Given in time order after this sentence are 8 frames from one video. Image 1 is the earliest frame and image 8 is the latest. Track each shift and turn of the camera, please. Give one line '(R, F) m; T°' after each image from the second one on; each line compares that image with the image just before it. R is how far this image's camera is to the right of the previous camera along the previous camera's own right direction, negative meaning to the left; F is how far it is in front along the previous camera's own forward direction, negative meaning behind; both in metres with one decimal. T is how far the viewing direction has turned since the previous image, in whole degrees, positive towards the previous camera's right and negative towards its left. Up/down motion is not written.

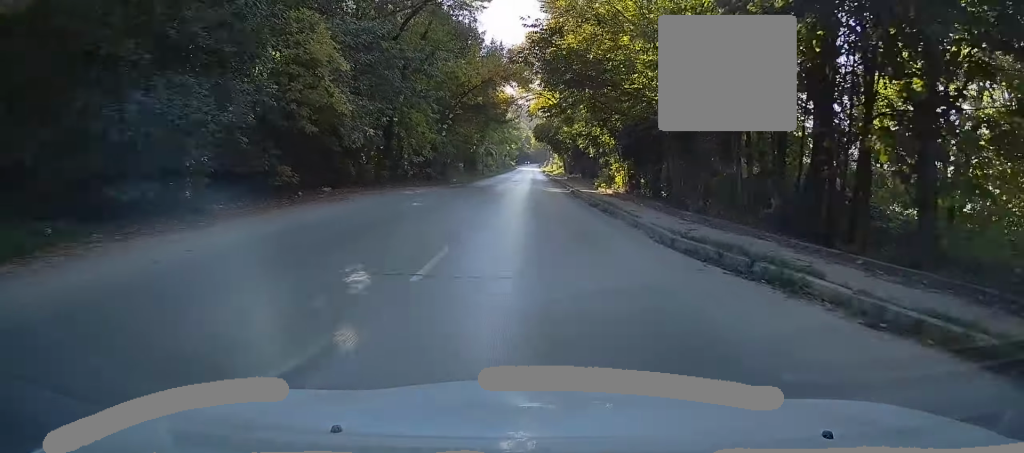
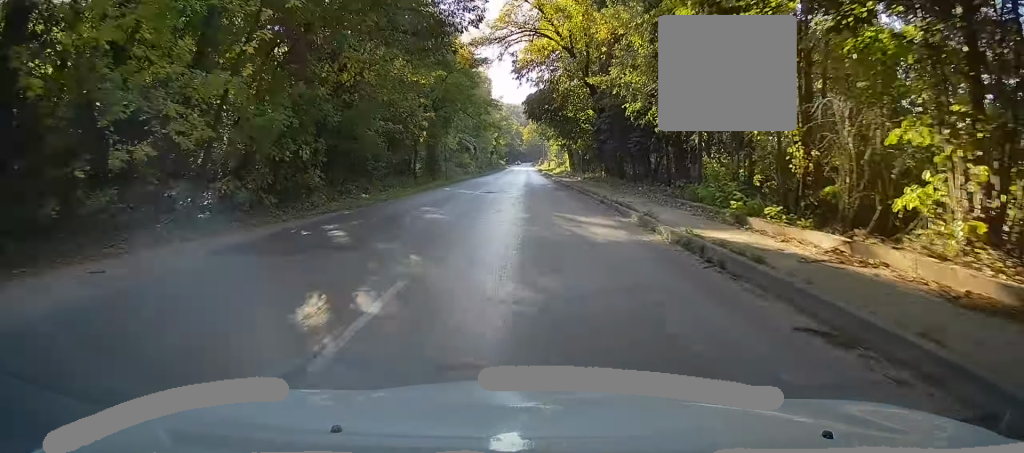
(-0.7, +29.5) m; -1°
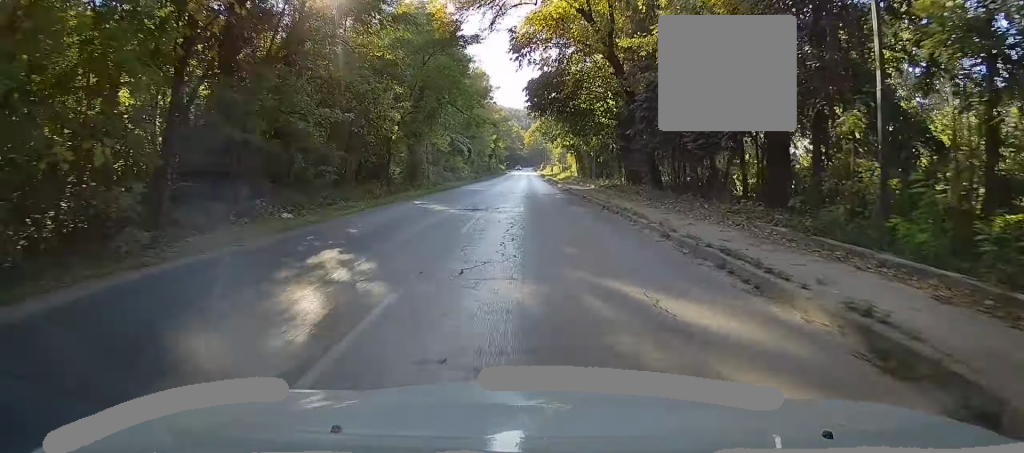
(+0.3, +9.4) m; 0°
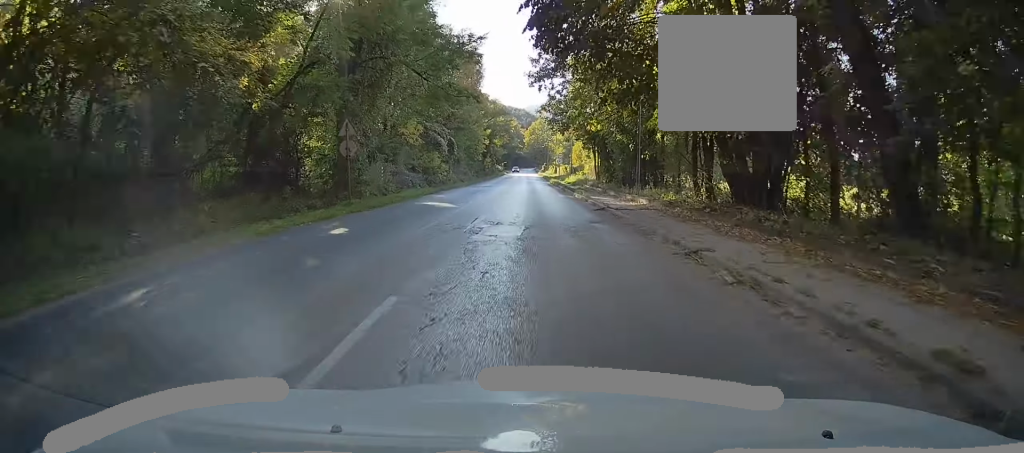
(-0.3, +17.8) m; 0°
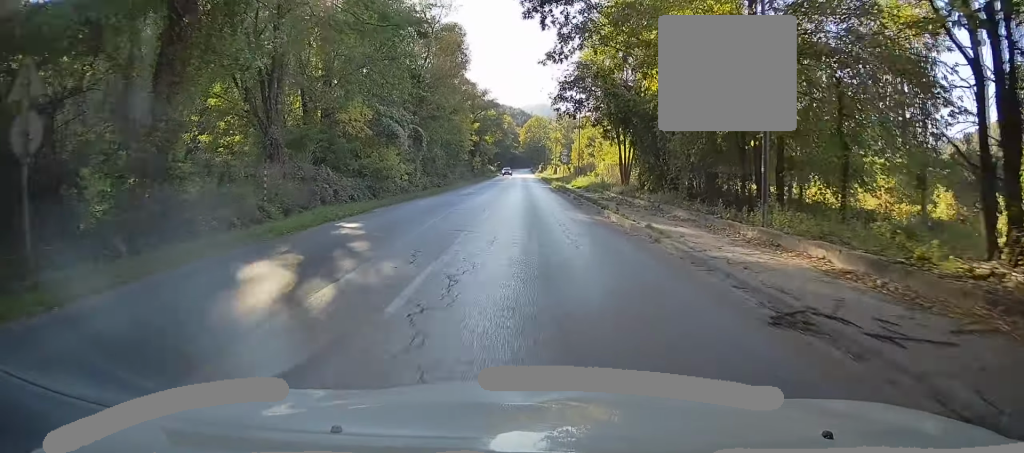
(+0.3, +15.1) m; +1°
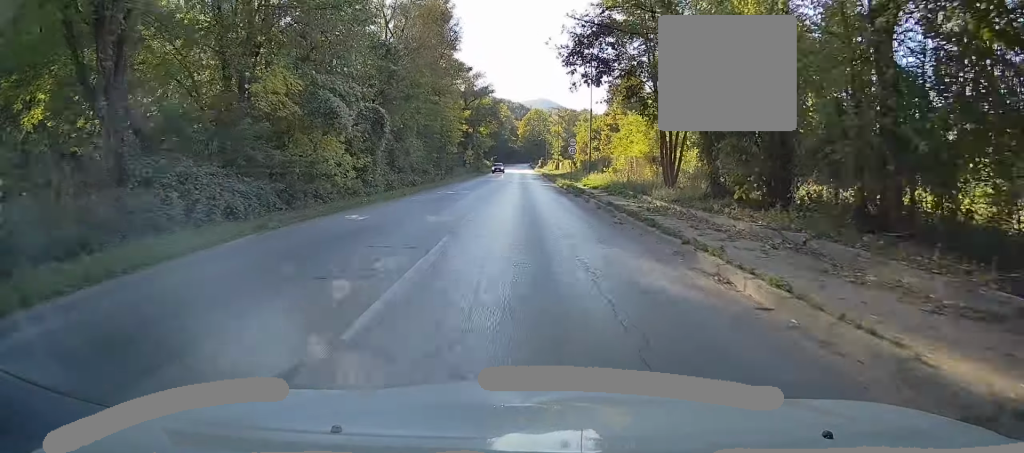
(+0.1, +10.9) m; 0°
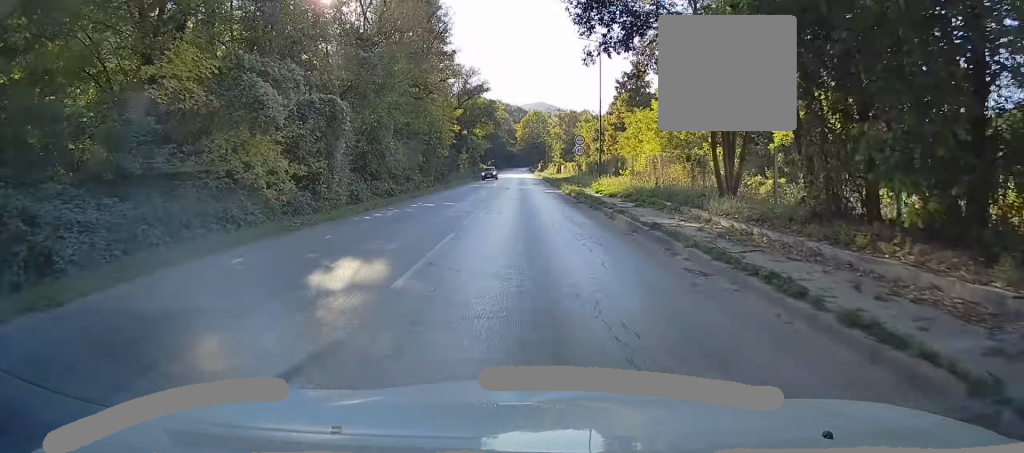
(0.0, +6.7) m; 0°
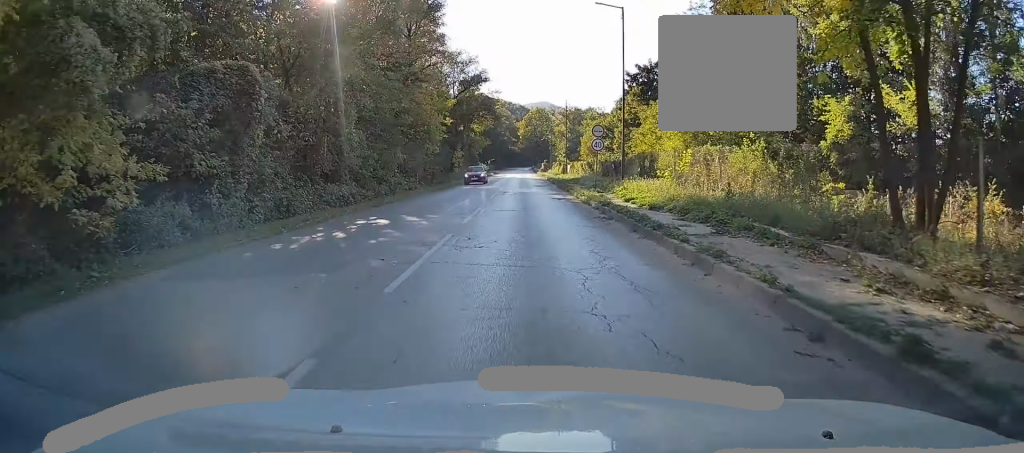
(0.0, +8.3) m; 0°
